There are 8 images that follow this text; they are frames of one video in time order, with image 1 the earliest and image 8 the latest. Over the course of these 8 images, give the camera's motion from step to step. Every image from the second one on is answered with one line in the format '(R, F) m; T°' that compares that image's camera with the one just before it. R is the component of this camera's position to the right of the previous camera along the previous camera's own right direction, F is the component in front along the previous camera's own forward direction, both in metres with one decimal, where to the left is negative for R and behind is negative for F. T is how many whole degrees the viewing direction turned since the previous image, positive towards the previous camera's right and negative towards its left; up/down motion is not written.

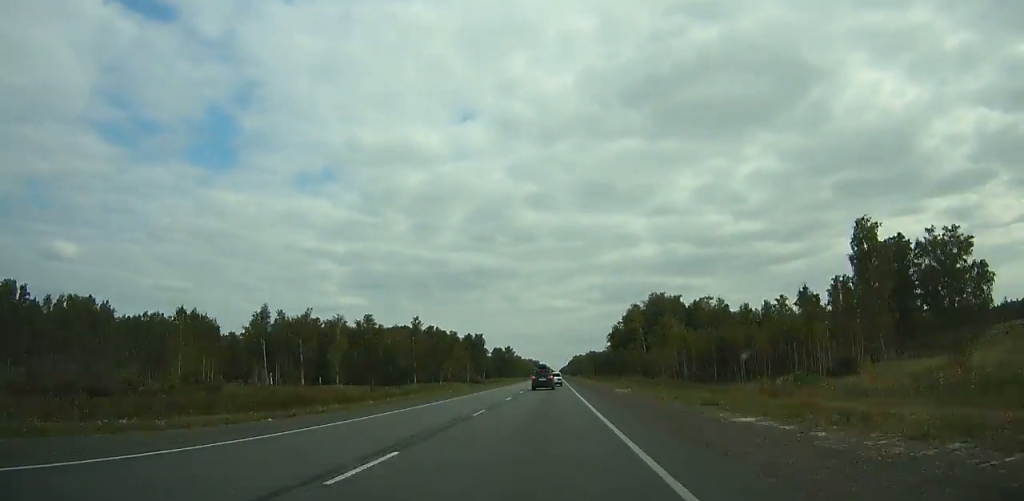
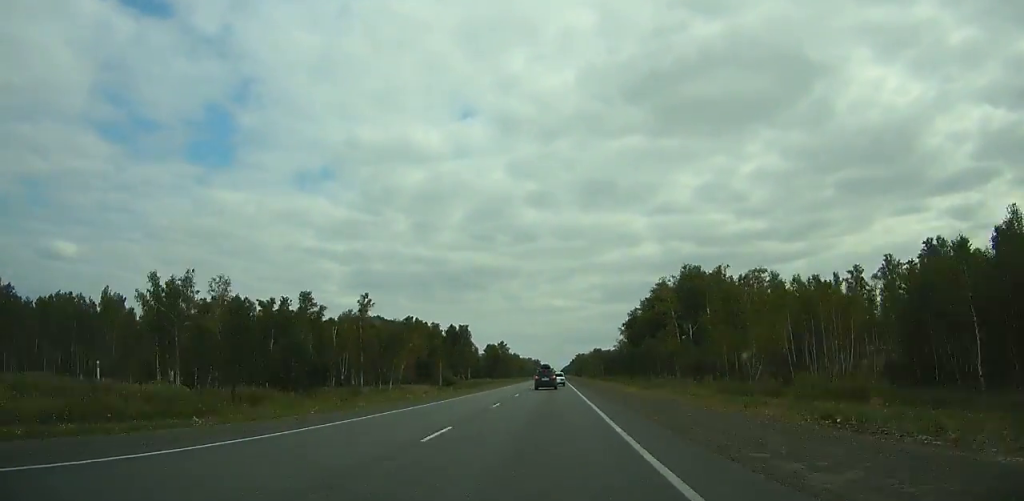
(+0.4, +43.3) m; +1°
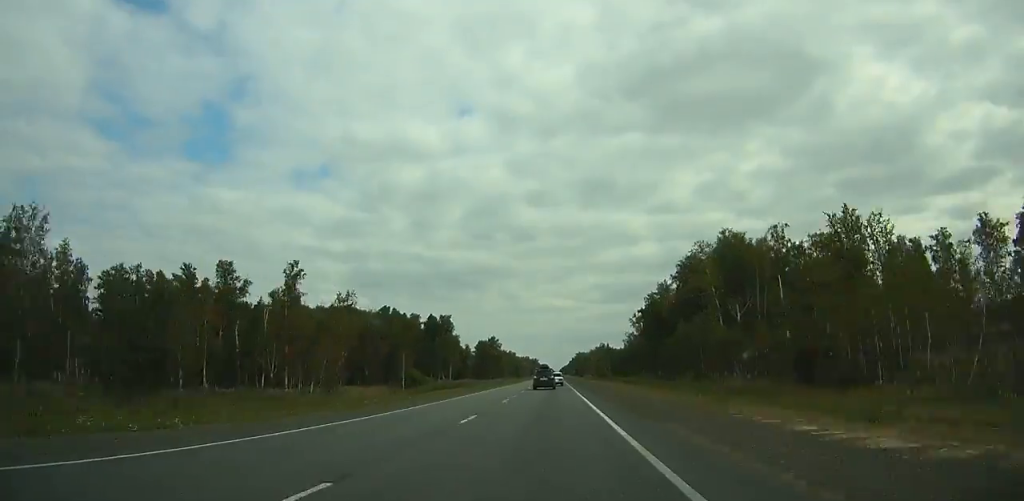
(-0.1, +31.3) m; +1°
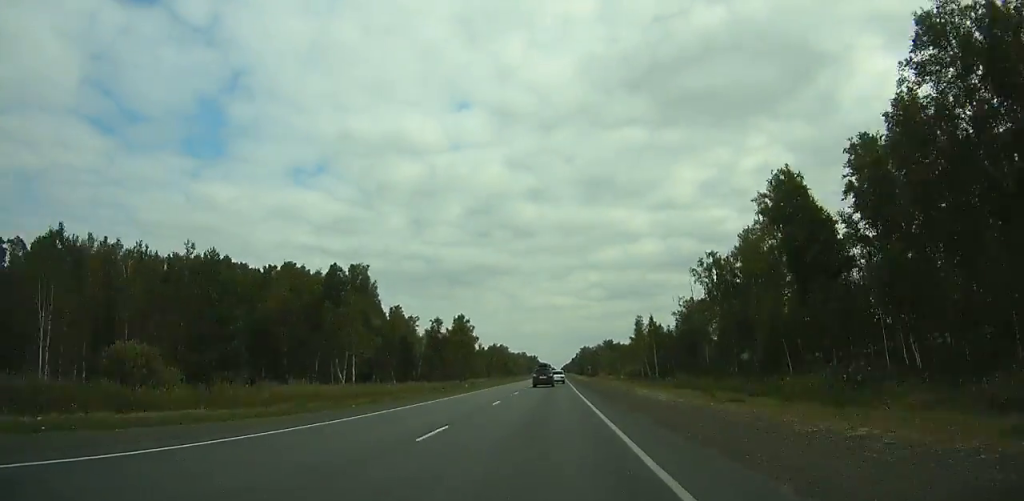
(+0.9, +75.3) m; -1°
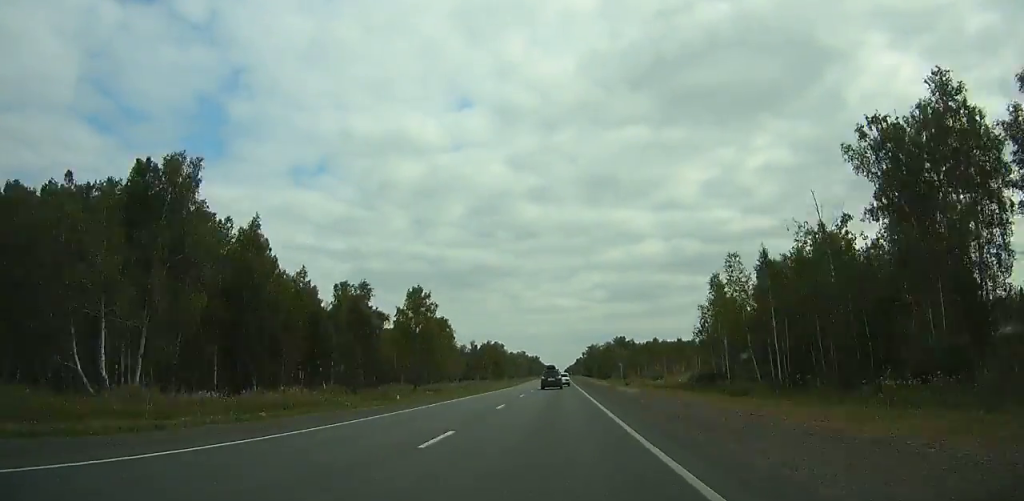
(-1.5, +49.0) m; -1°
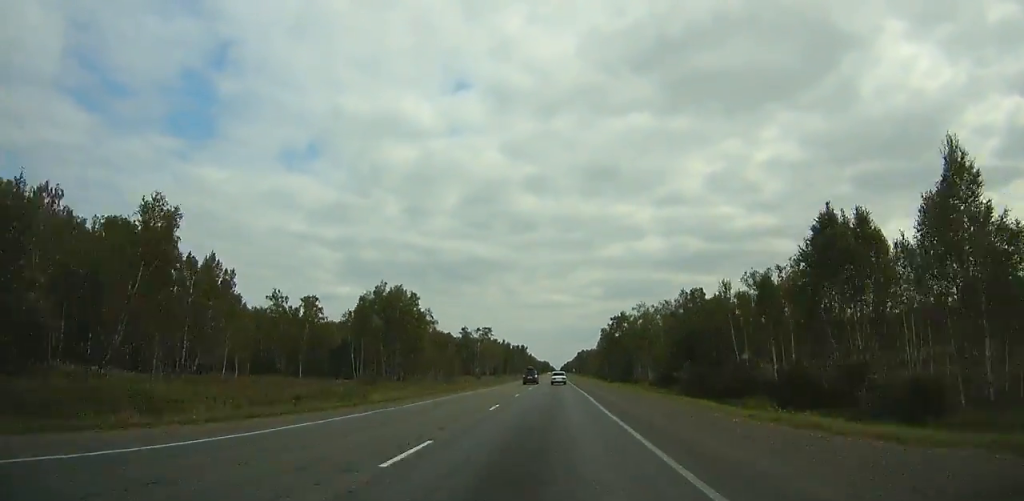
(+1.8, +181.3) m; +1°
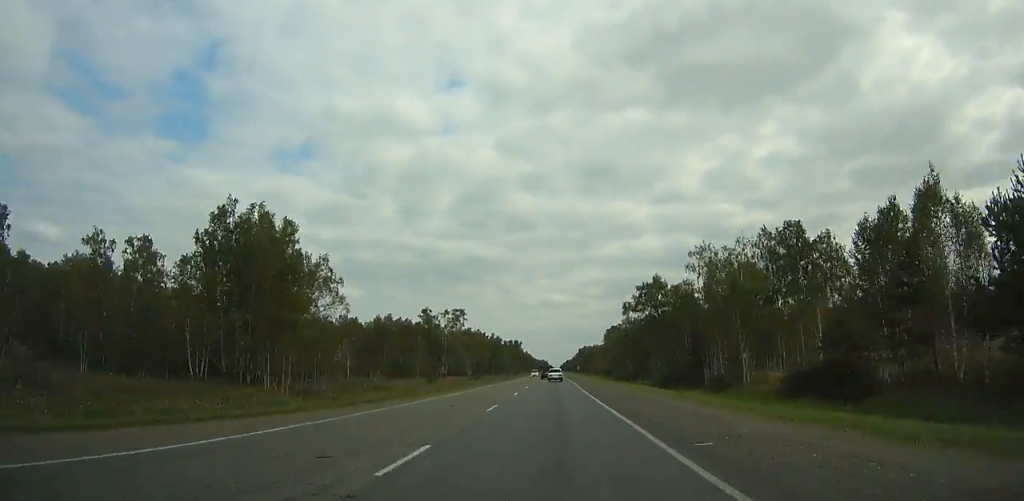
(-0.2, +60.9) m; 0°
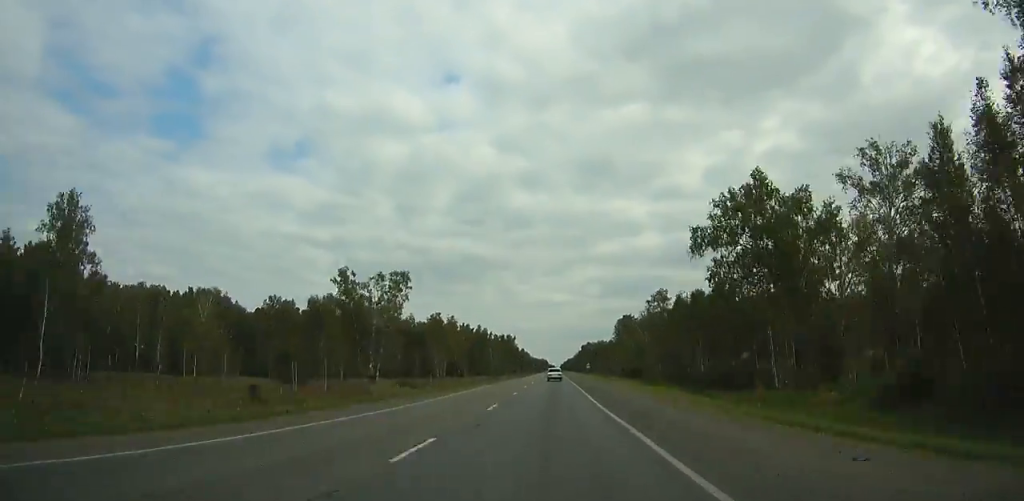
(+0.1, +58.4) m; 0°
